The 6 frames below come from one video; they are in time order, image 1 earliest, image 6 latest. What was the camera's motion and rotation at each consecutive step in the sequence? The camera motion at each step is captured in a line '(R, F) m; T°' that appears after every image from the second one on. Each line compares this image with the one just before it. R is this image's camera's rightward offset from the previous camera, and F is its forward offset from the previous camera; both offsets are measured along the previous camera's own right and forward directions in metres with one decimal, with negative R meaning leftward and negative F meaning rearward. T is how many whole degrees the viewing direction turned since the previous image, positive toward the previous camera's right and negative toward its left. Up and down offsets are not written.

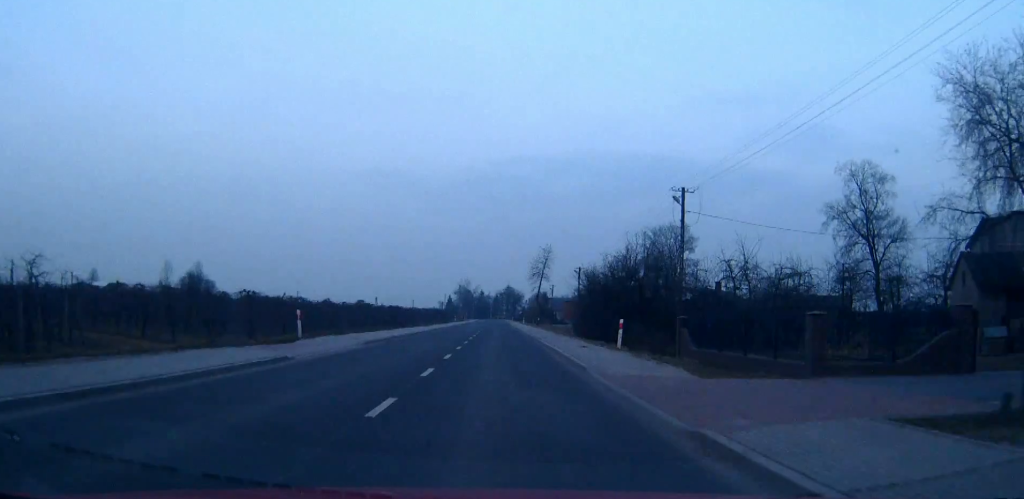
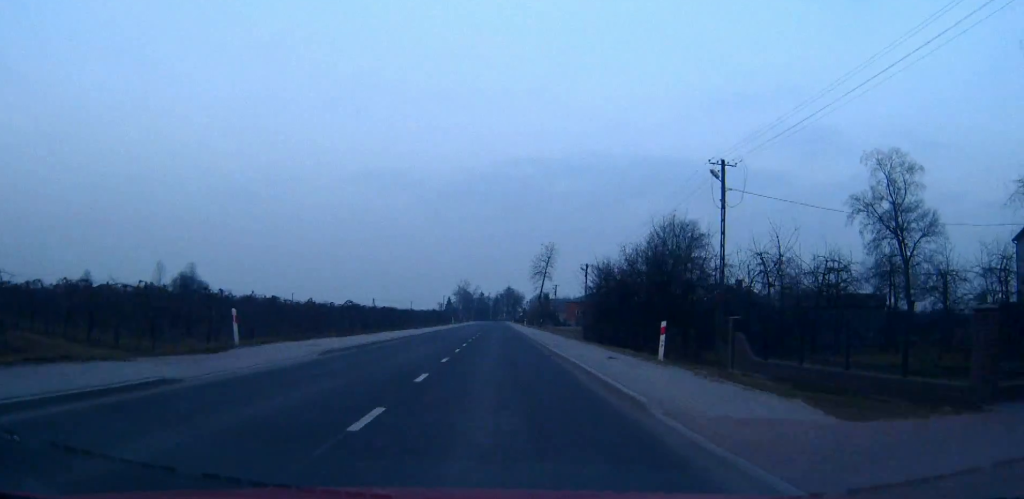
(0.0, +7.0) m; 0°
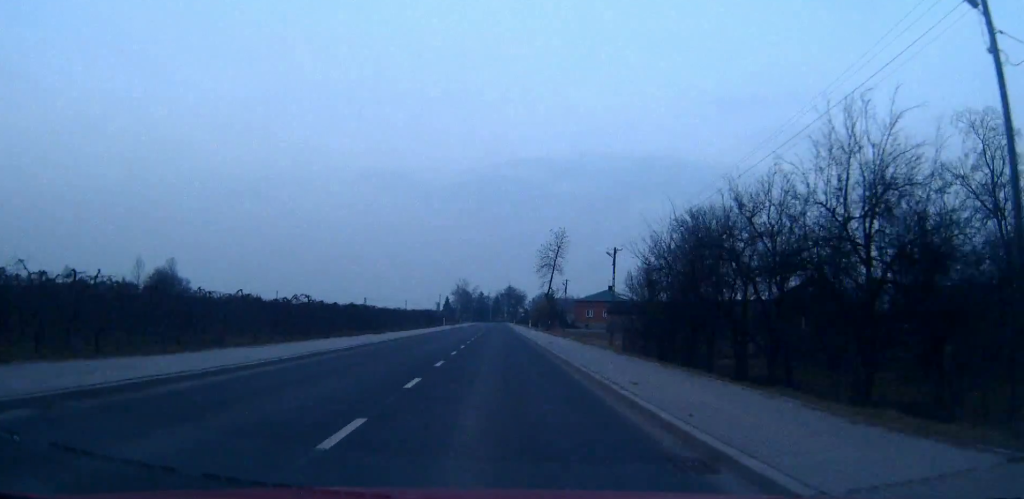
(0.0, +18.9) m; 0°
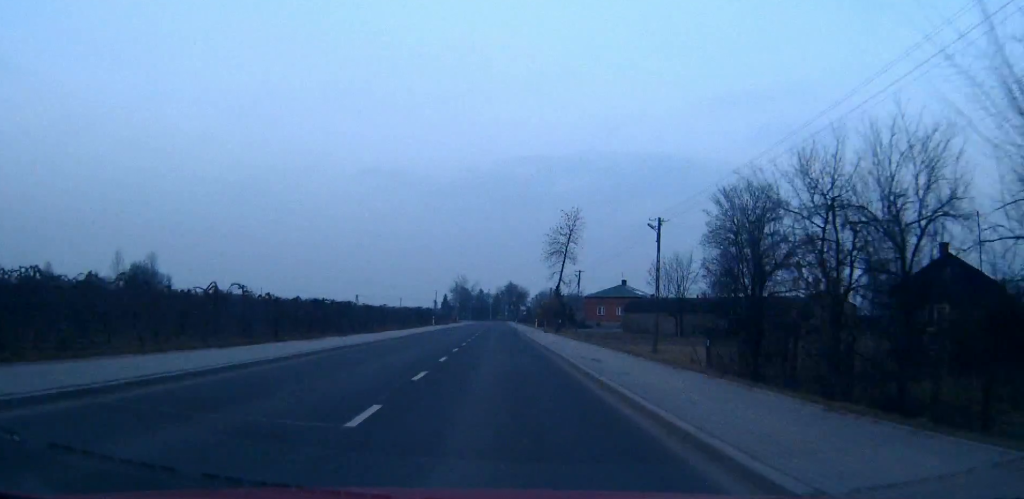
(0.0, +16.5) m; 0°
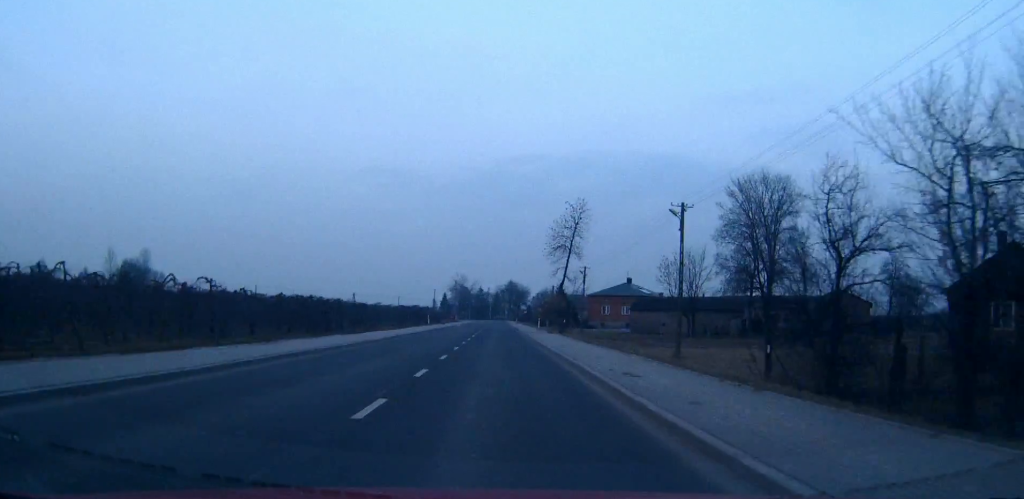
(0.0, +5.6) m; 0°
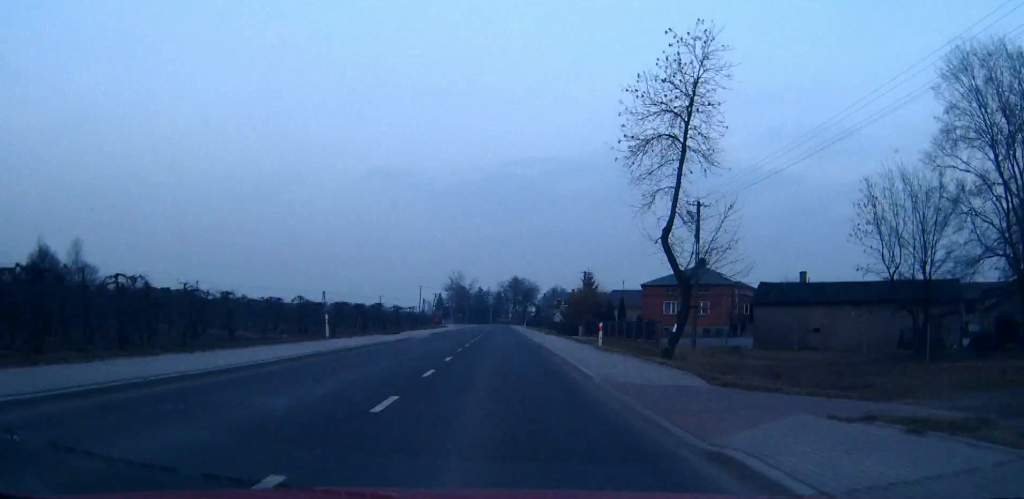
(-0.2, +46.8) m; 0°
